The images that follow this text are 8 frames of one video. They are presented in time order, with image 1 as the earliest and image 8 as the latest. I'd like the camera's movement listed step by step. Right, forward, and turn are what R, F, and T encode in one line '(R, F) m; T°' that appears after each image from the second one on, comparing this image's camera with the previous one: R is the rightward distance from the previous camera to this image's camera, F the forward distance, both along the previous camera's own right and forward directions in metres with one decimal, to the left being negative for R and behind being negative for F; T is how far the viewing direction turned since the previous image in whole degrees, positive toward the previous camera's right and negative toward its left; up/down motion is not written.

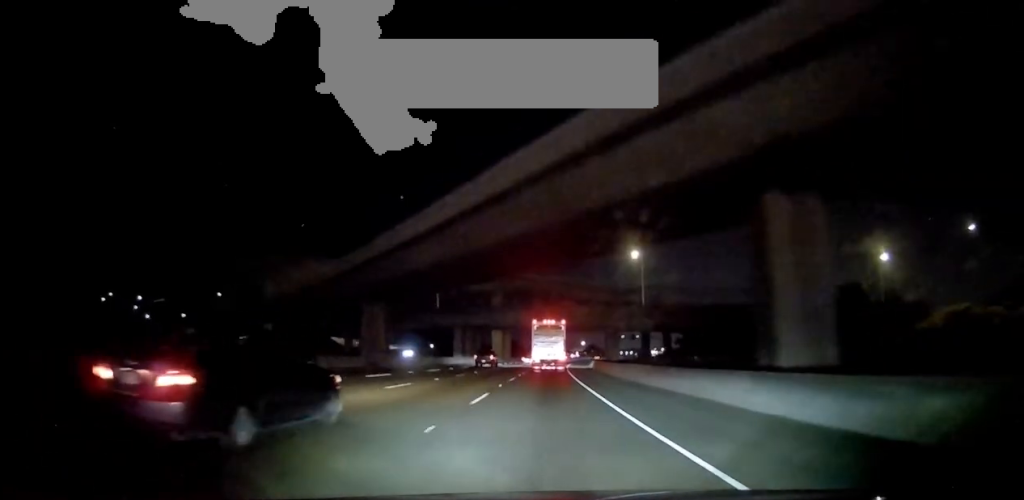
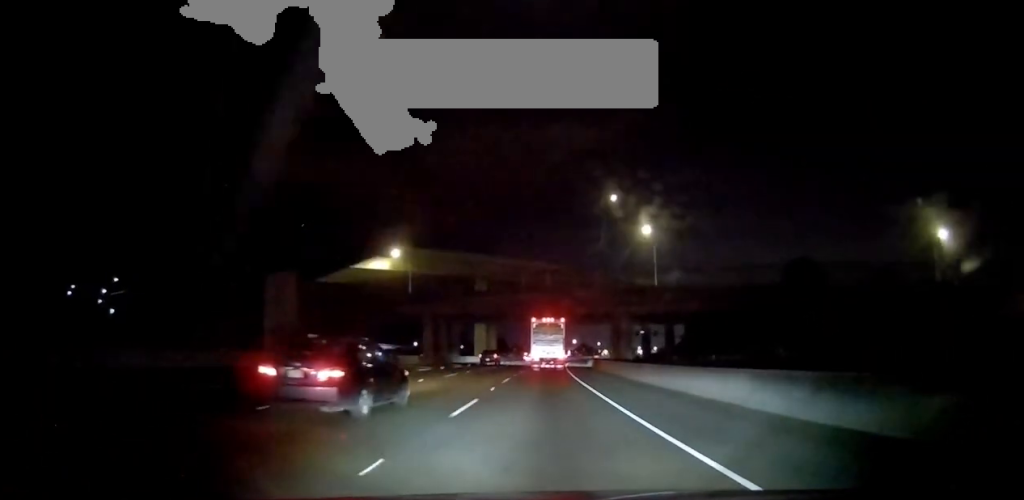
(+0.1, +17.9) m; 0°
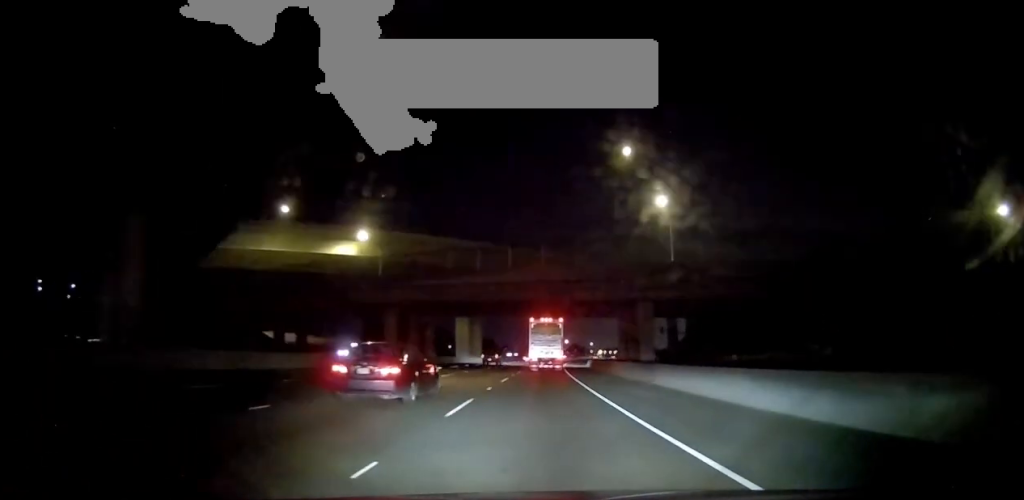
(-0.1, +14.6) m; 0°
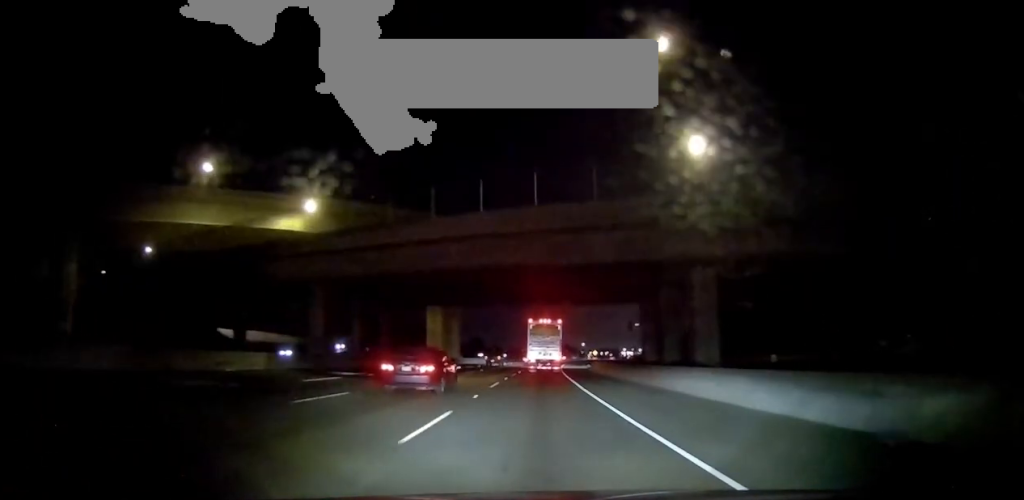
(+0.1, +17.9) m; 0°
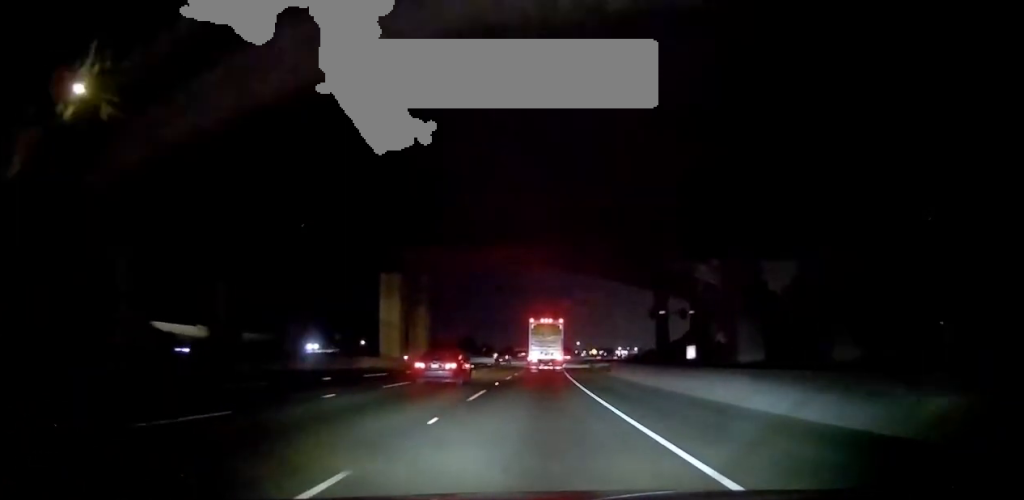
(-0.1, +21.0) m; +1°
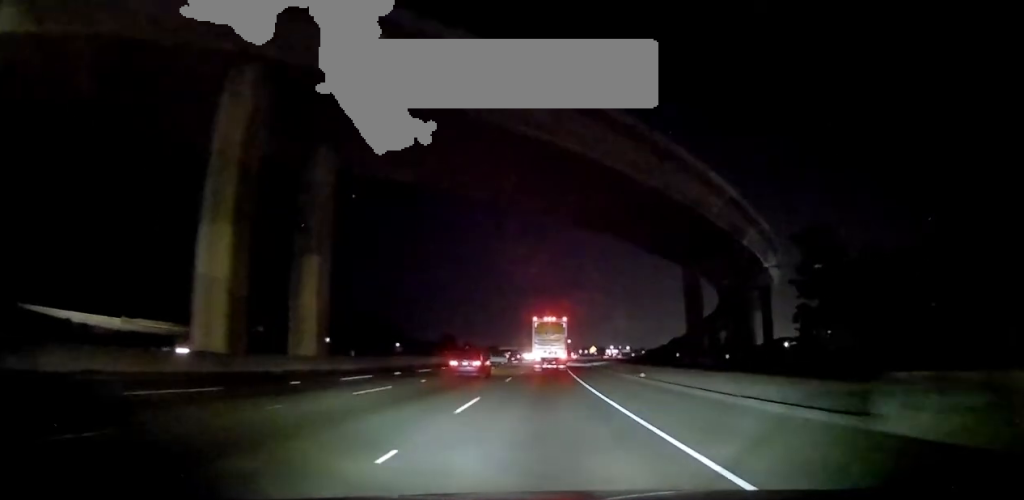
(+0.6, +32.3) m; +5°
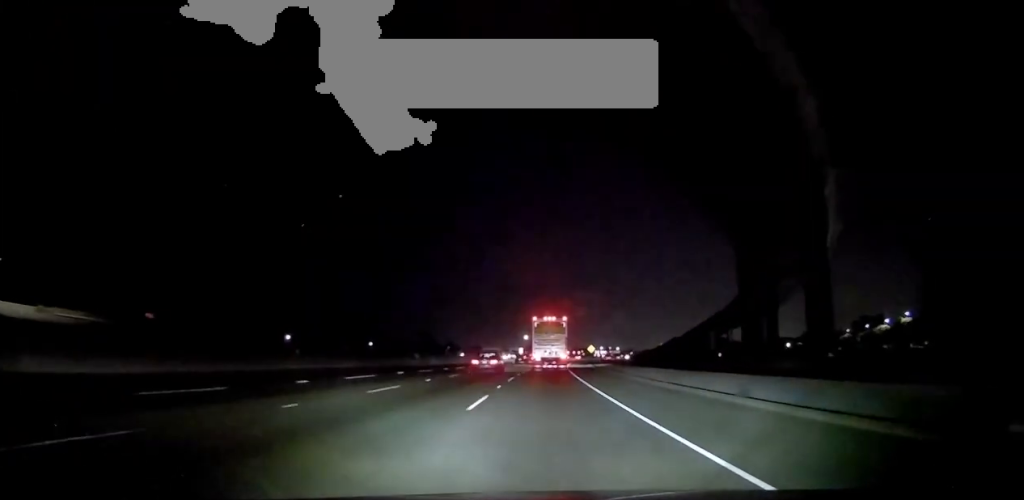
(+1.1, +28.5) m; +1°
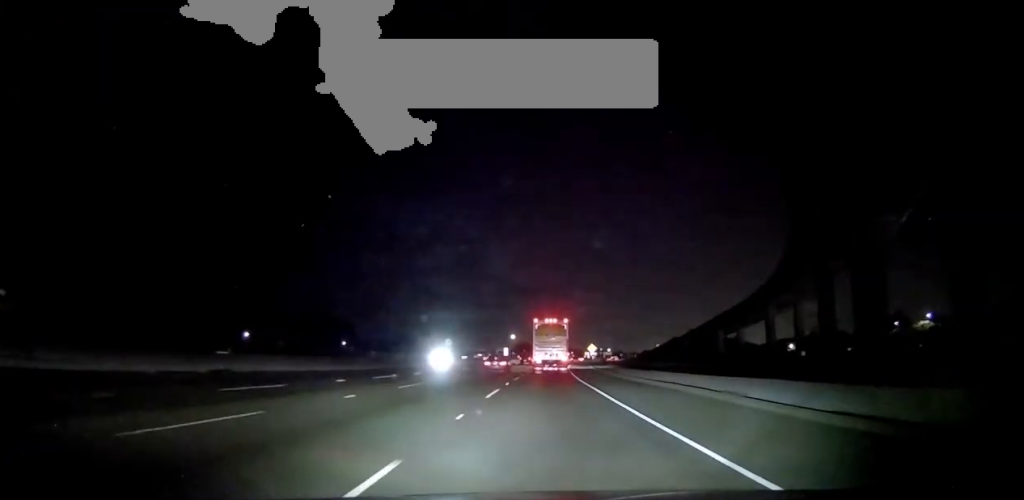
(-0.5, +25.1) m; -1°
